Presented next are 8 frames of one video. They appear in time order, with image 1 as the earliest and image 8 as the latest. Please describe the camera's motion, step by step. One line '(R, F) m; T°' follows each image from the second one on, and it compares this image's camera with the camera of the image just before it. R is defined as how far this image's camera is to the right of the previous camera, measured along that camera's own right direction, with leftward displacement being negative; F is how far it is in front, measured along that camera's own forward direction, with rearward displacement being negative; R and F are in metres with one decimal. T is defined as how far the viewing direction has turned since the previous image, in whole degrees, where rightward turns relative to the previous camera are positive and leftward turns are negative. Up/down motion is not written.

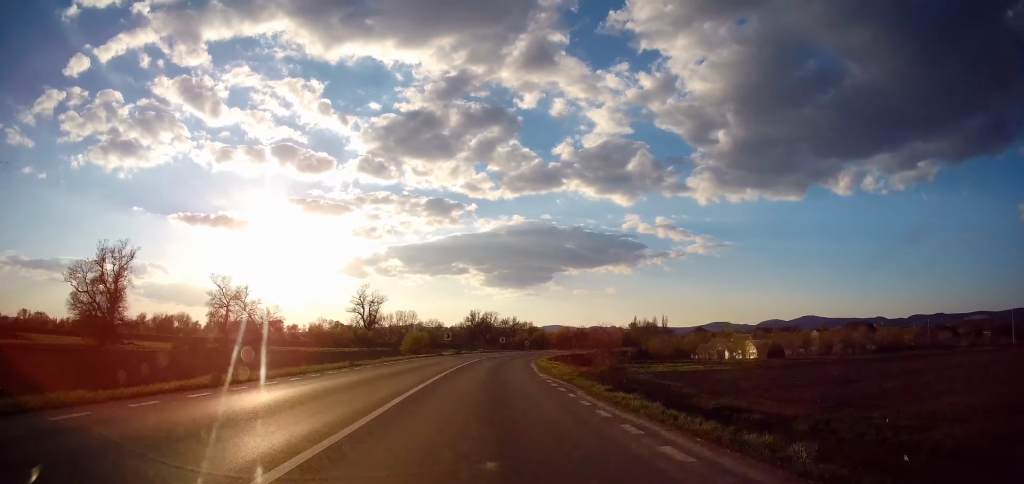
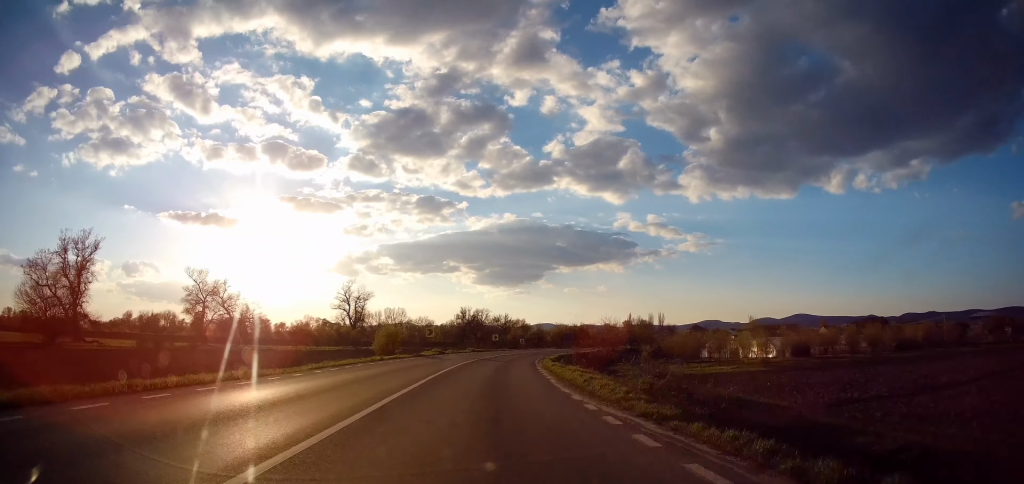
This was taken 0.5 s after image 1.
(+0.3, +11.2) m; +1°
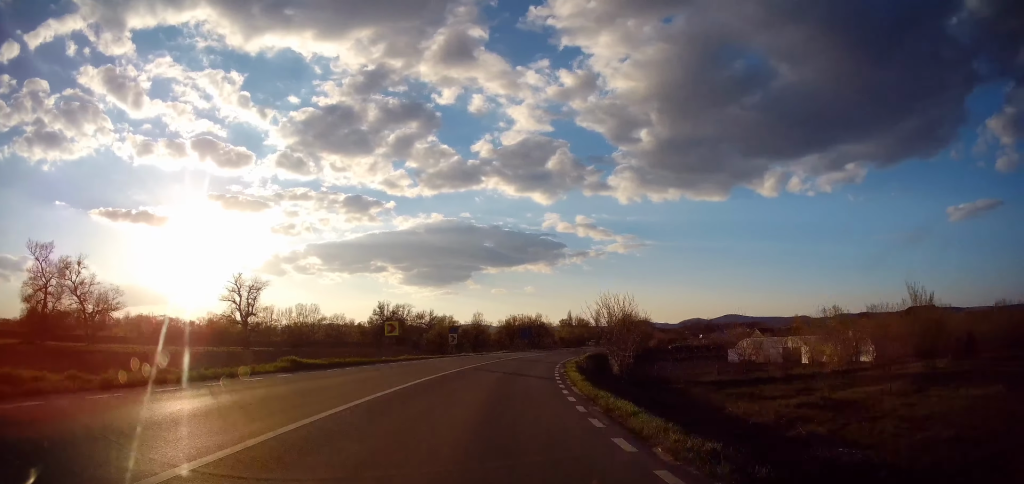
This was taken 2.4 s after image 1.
(+1.3, +46.9) m; +5°
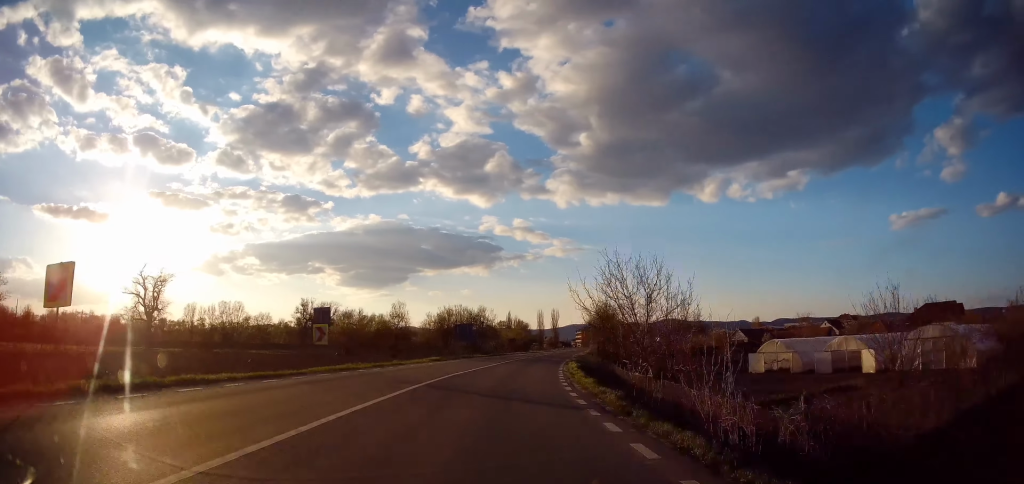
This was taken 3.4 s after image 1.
(+1.0, +24.4) m; +5°
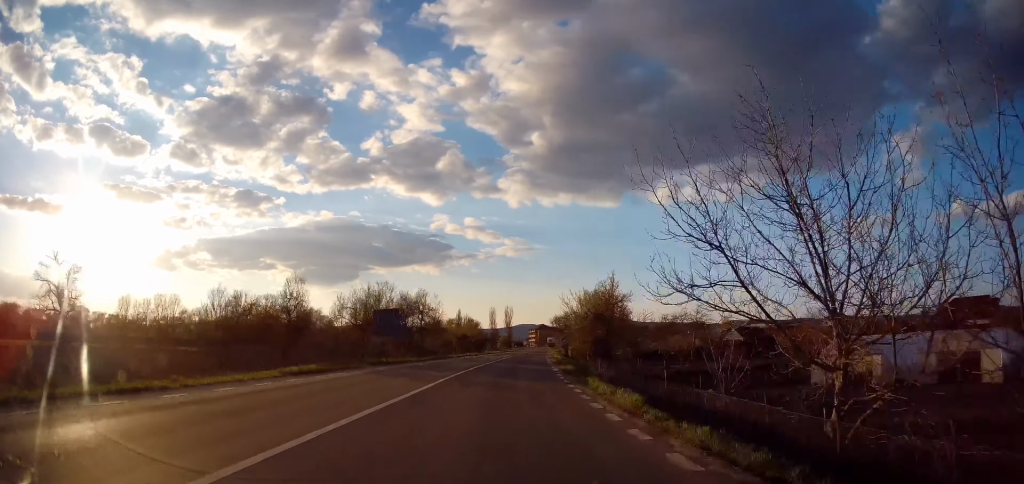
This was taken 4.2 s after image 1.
(+0.9, +20.4) m; +5°
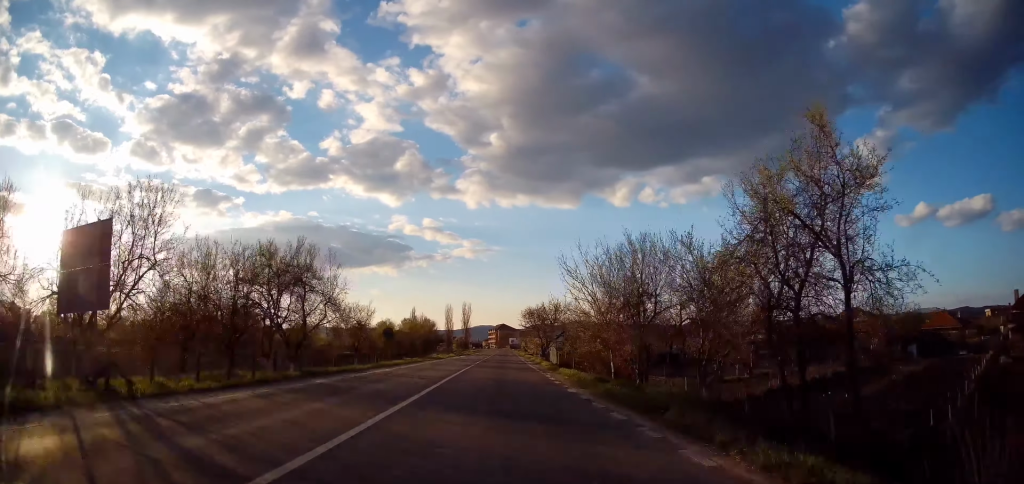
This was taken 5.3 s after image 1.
(+1.5, +25.3) m; +6°
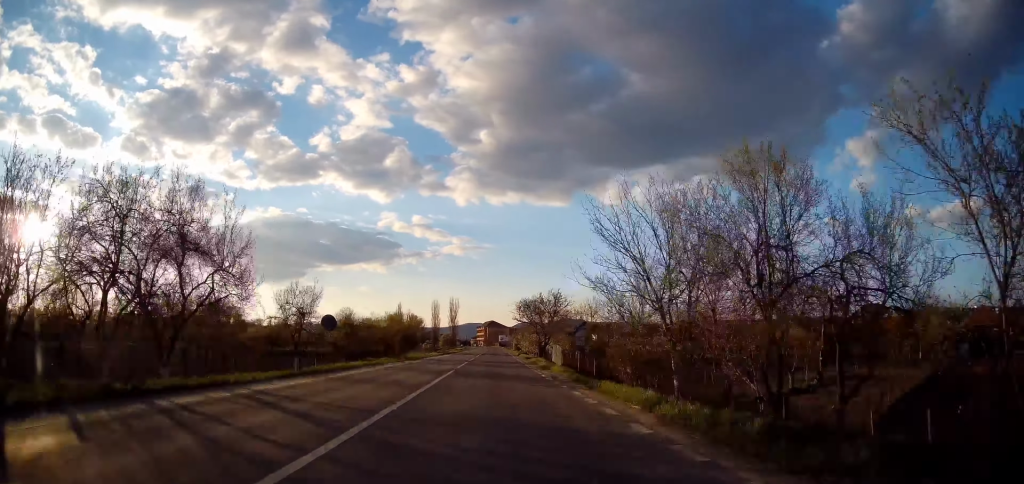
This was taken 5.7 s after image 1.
(+0.3, +11.5) m; +2°
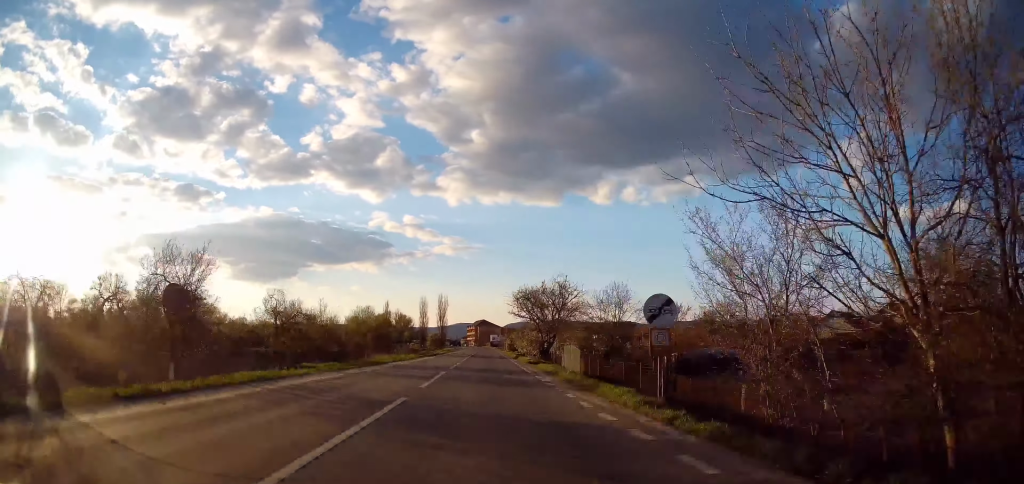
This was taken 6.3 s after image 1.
(+0.2, +13.3) m; +1°
